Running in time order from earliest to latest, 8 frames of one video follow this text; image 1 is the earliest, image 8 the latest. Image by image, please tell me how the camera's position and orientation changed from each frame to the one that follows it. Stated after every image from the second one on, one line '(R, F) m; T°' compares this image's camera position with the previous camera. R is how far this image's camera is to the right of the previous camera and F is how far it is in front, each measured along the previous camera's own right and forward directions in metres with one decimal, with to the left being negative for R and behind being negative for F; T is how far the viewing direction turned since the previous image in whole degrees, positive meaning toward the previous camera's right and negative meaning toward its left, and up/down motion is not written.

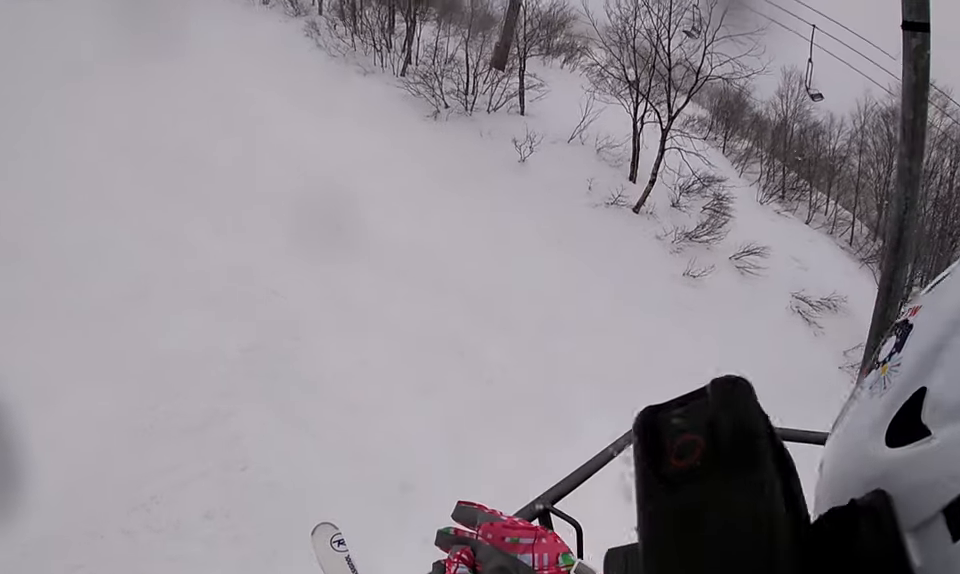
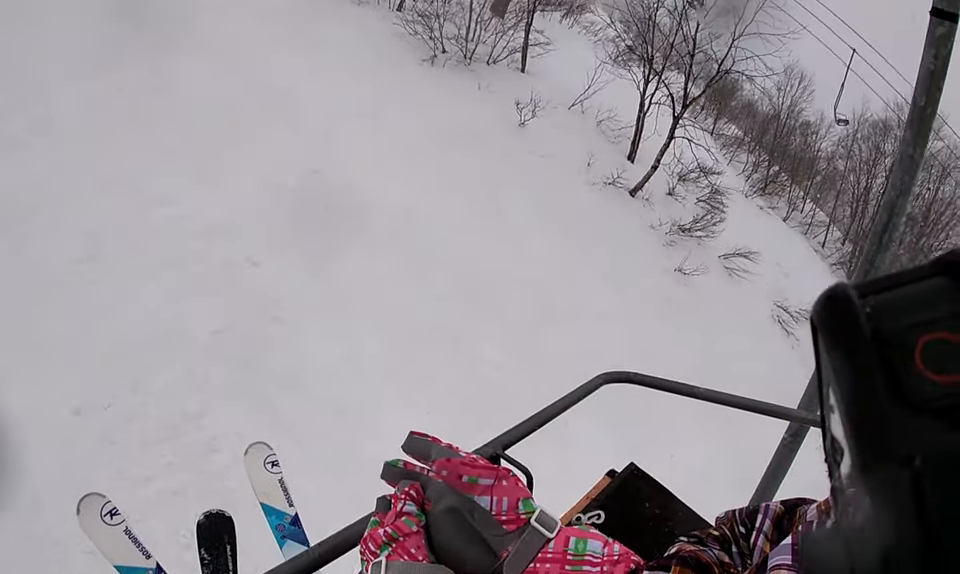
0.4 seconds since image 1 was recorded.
(0.0, +1.1) m; 0°
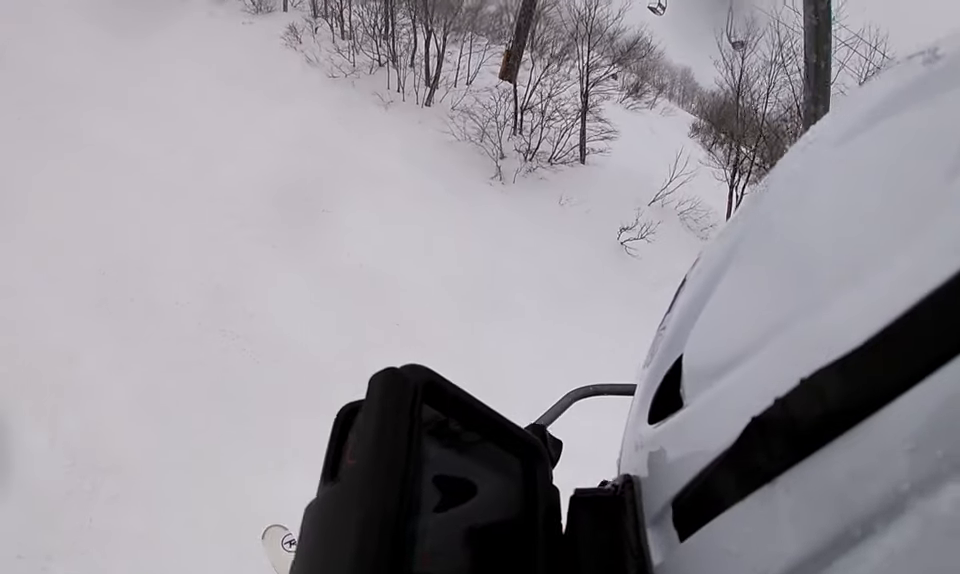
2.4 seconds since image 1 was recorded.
(0.0, +5.1) m; 0°
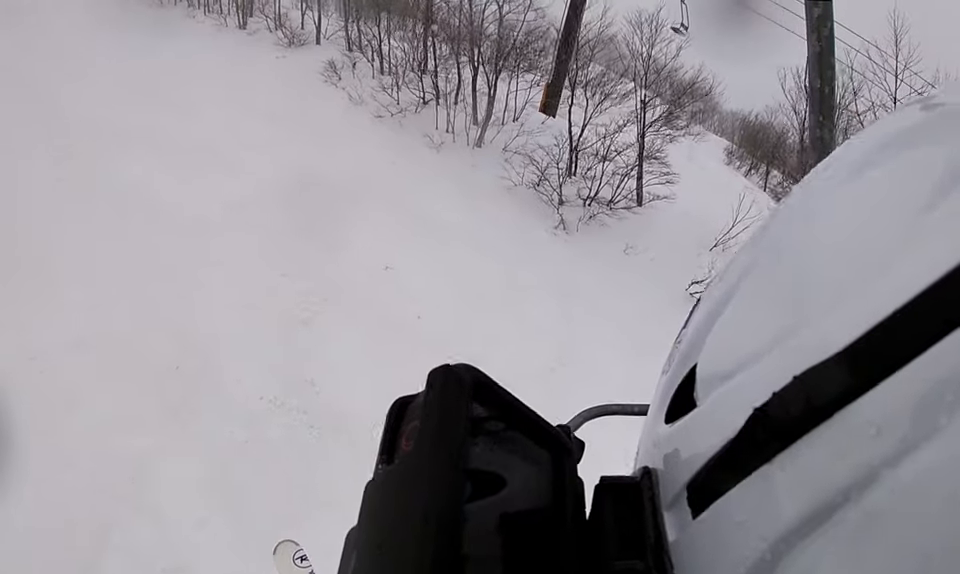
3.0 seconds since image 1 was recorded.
(0.0, +1.5) m; 0°
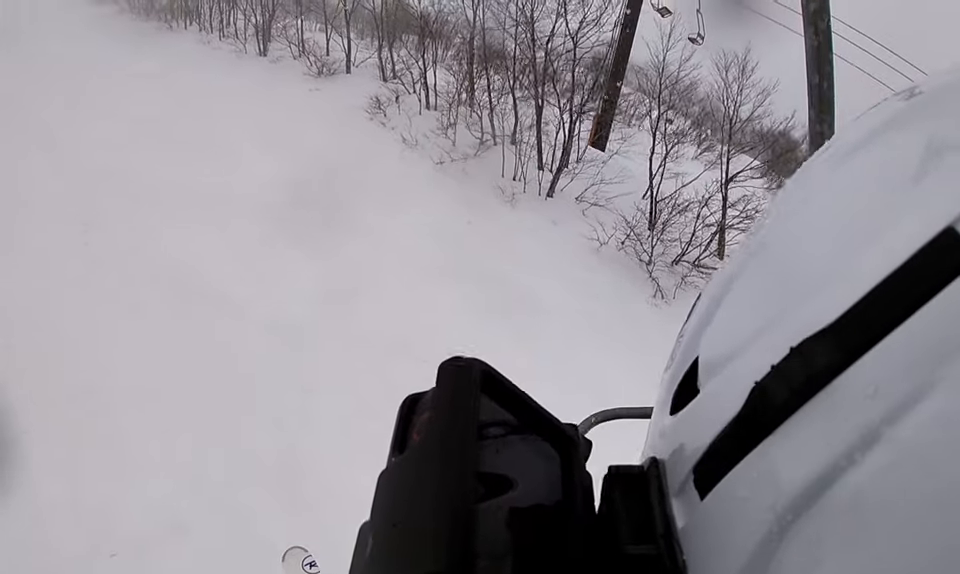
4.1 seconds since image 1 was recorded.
(0.0, +2.9) m; 0°
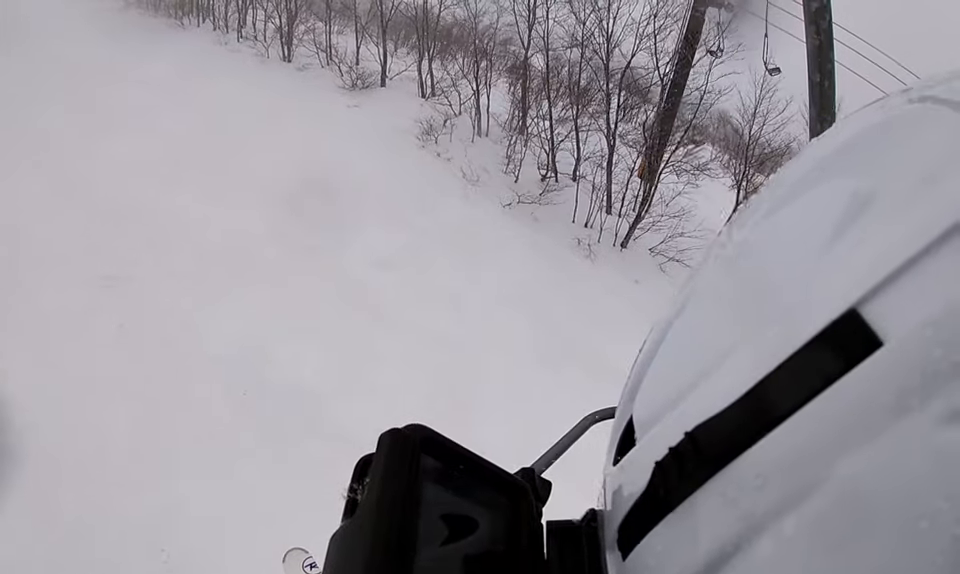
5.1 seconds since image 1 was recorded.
(0.0, +2.9) m; 0°
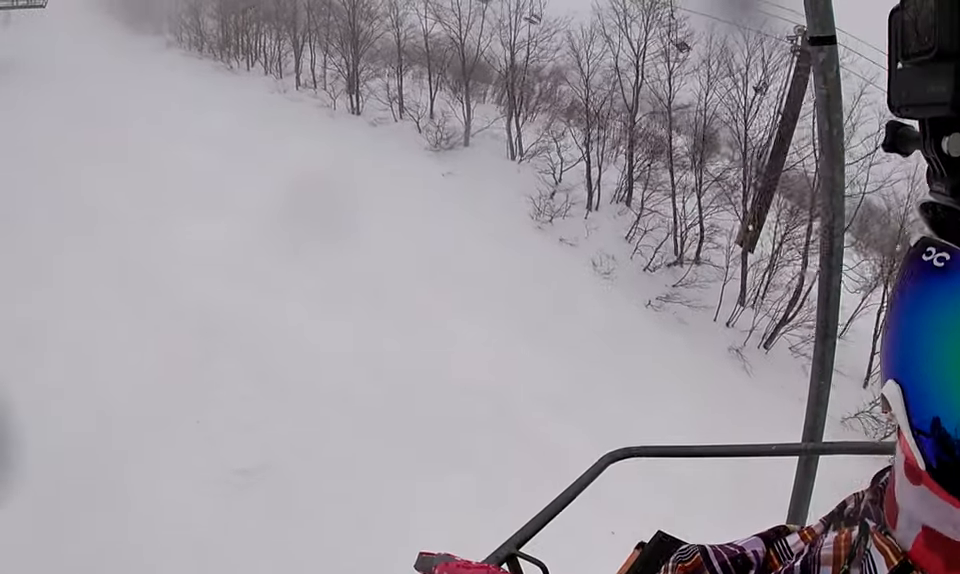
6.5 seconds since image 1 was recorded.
(0.0, +4.1) m; 0°
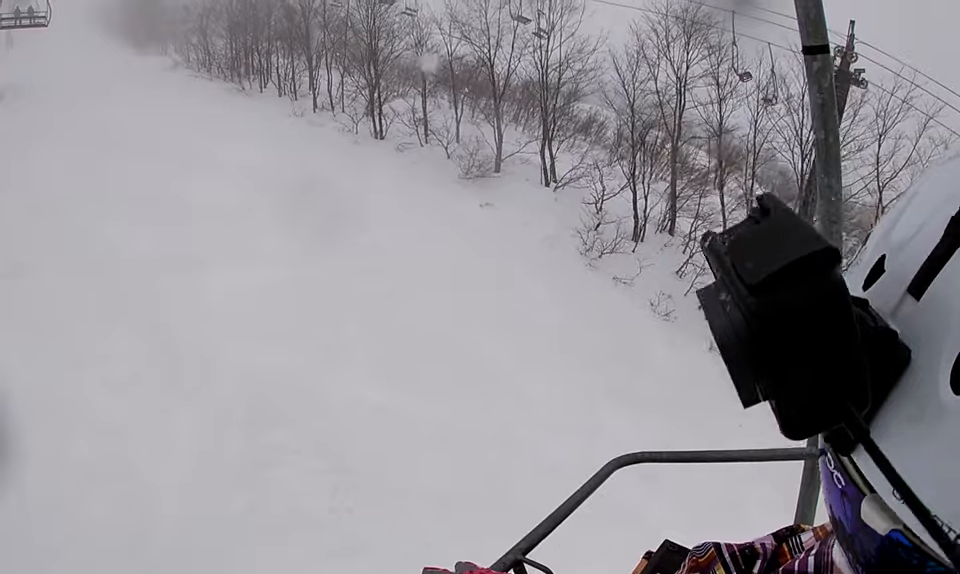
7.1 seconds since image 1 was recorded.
(0.0, +1.8) m; 0°
